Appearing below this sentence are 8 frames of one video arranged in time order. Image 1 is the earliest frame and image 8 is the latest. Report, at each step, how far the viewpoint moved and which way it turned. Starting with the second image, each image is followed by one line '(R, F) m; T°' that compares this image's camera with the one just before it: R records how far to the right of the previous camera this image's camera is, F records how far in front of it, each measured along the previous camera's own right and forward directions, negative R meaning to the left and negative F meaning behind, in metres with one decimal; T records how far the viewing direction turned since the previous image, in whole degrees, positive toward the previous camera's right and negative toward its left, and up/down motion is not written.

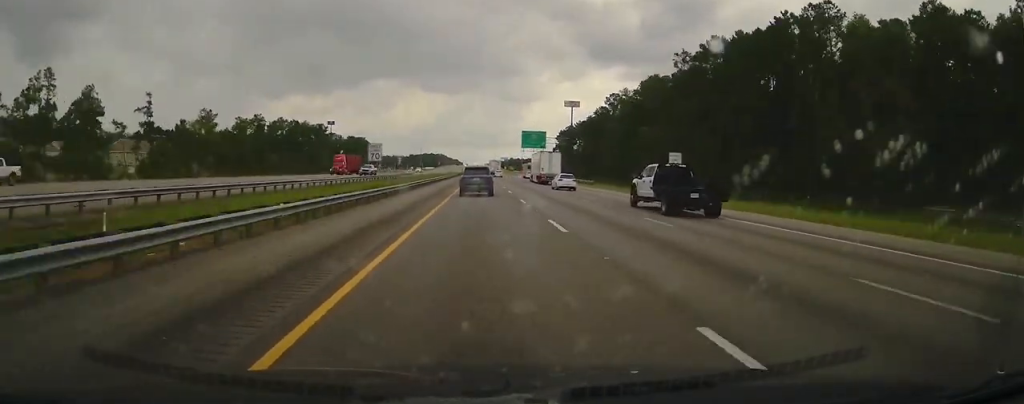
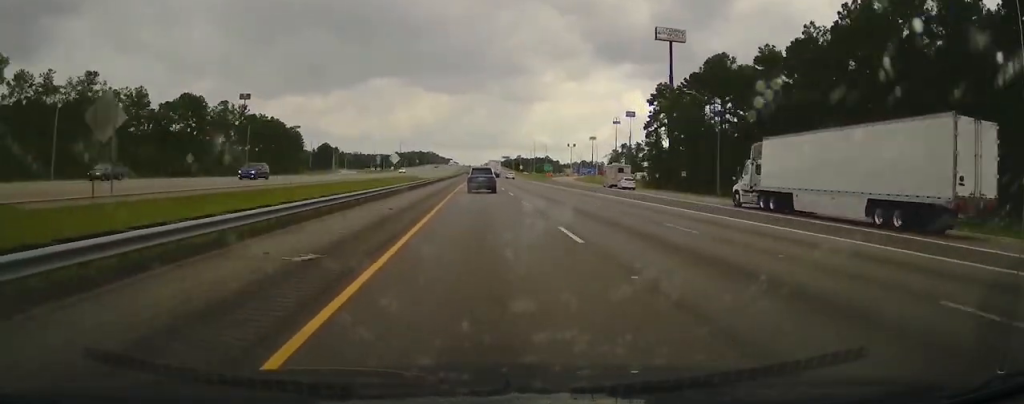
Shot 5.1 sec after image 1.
(0.0, +177.5) m; 0°
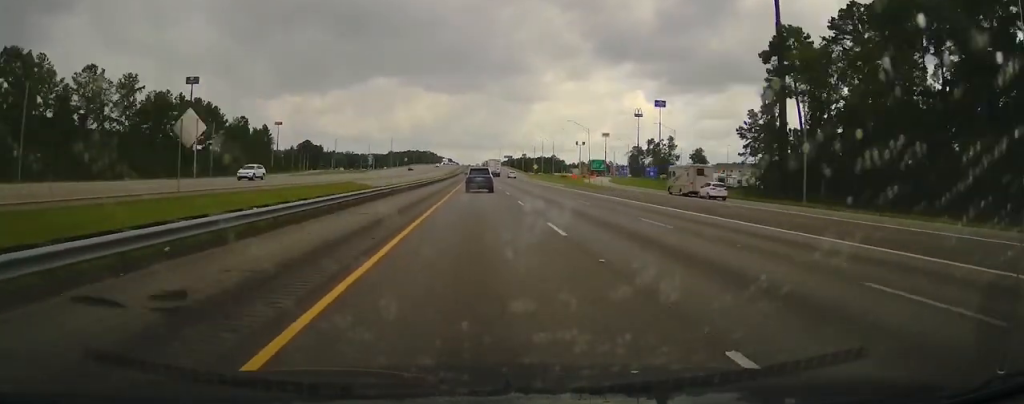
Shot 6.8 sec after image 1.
(+0.1, +50.3) m; 0°
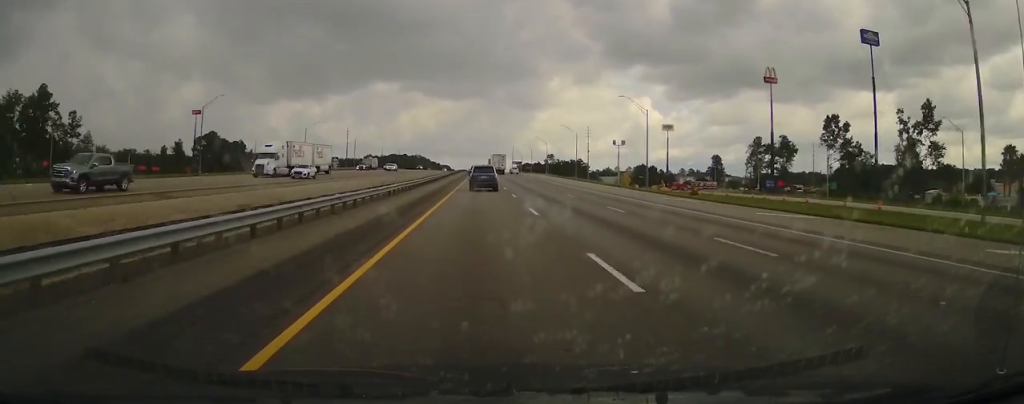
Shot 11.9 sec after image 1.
(-0.4, +168.8) m; 0°
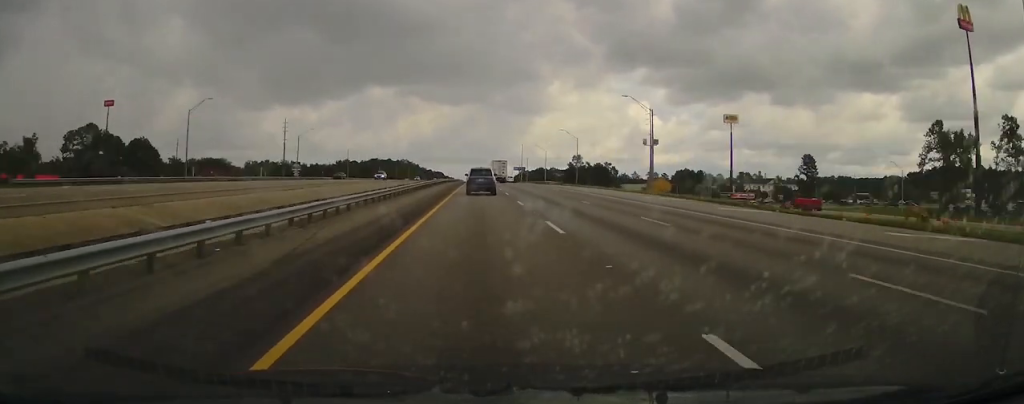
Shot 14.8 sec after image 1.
(+0.1, +102.8) m; 0°
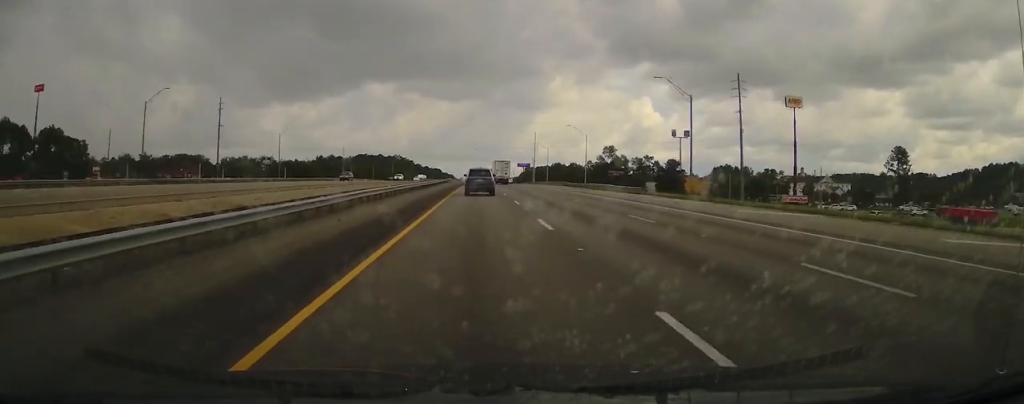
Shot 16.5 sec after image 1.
(-0.1, +62.8) m; 0°
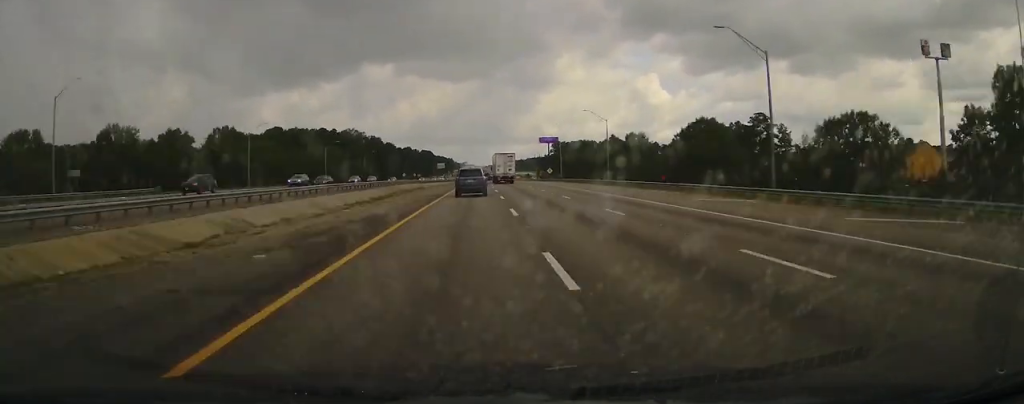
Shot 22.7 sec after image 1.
(-0.2, +240.9) m; 0°
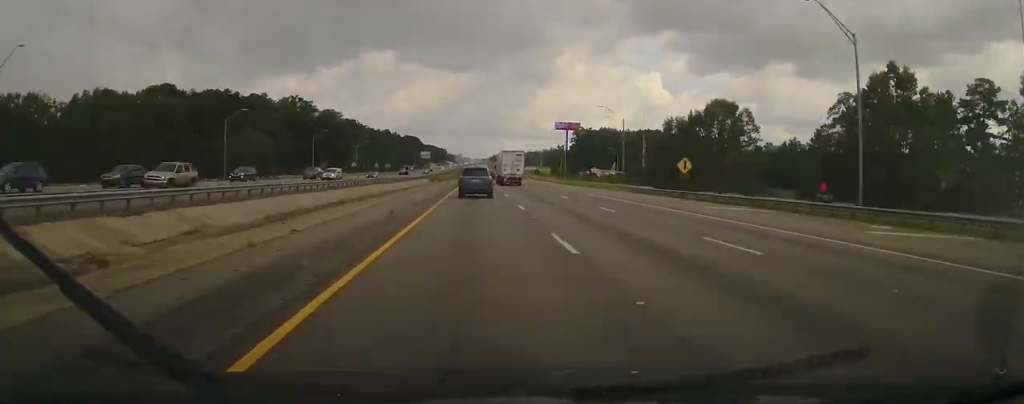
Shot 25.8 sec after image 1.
(+0.2, +151.7) m; 0°
